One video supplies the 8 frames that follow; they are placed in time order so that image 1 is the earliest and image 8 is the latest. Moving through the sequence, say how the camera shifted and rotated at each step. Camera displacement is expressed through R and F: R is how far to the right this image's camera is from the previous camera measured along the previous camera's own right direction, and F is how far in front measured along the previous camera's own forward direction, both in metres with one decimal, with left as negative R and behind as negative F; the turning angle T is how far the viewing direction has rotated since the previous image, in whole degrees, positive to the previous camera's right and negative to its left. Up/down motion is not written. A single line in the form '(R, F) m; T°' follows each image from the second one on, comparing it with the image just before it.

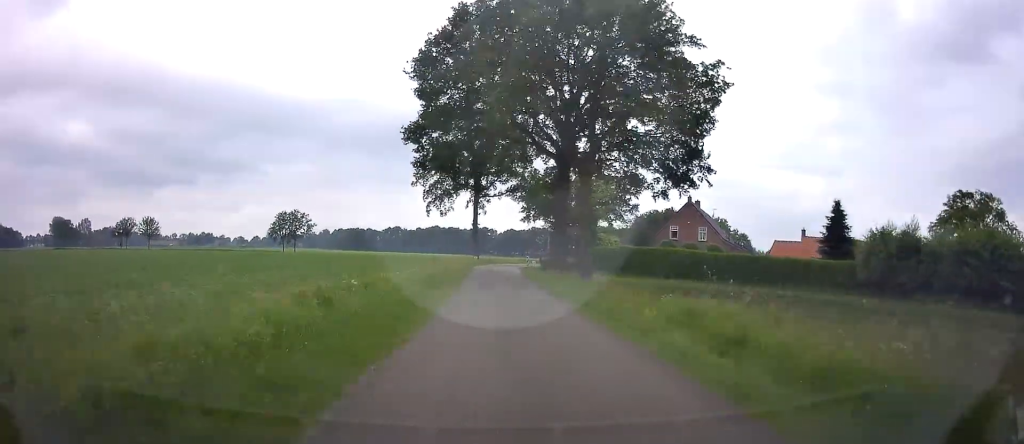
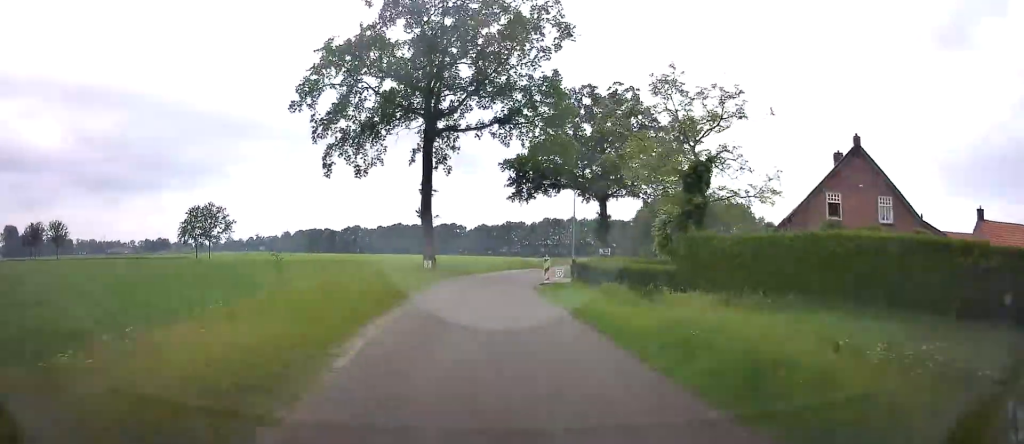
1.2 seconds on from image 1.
(+0.2, +35.2) m; +3°
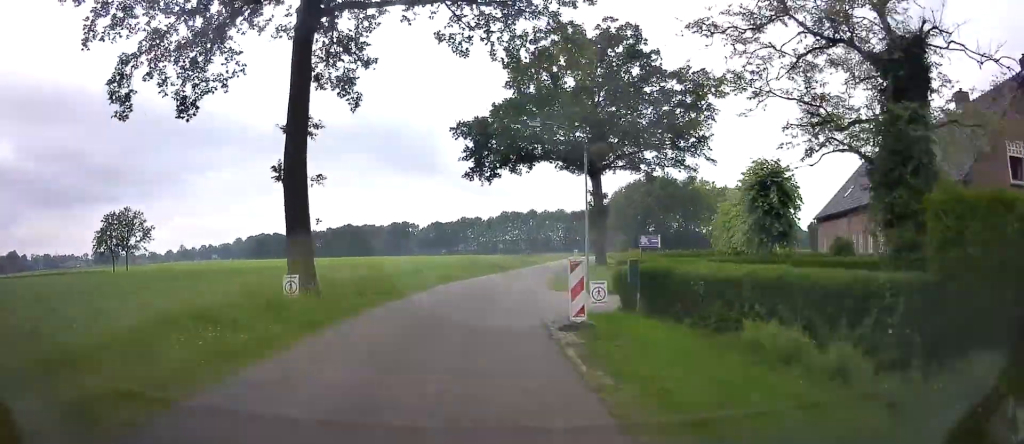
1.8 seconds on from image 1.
(+0.8, +17.1) m; +3°
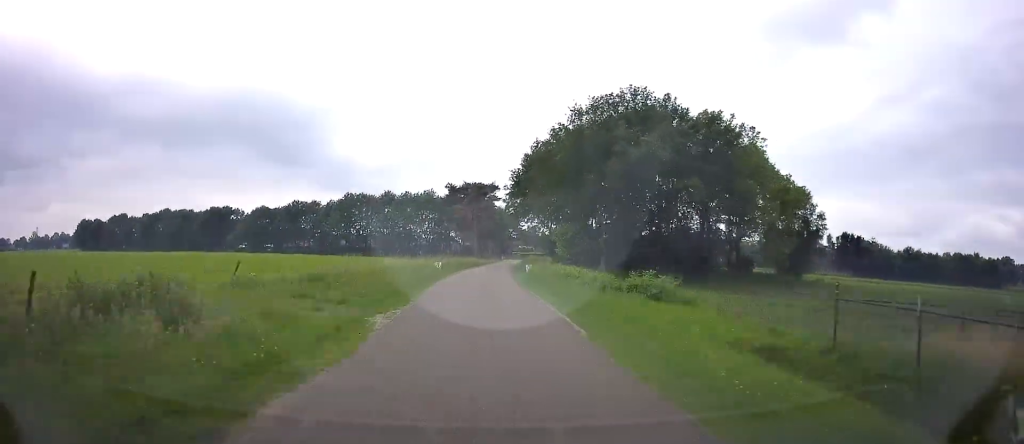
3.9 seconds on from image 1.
(+7.8, +66.1) m; +13°
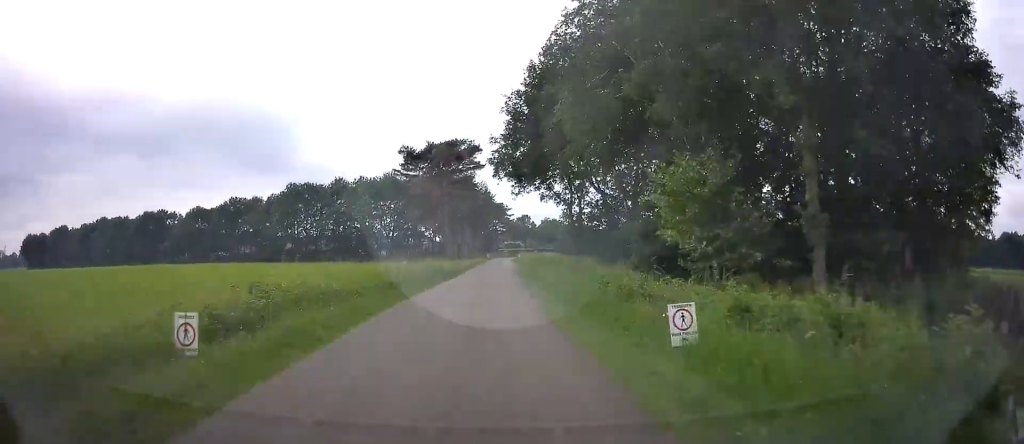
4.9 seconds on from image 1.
(+0.9, +32.5) m; +2°
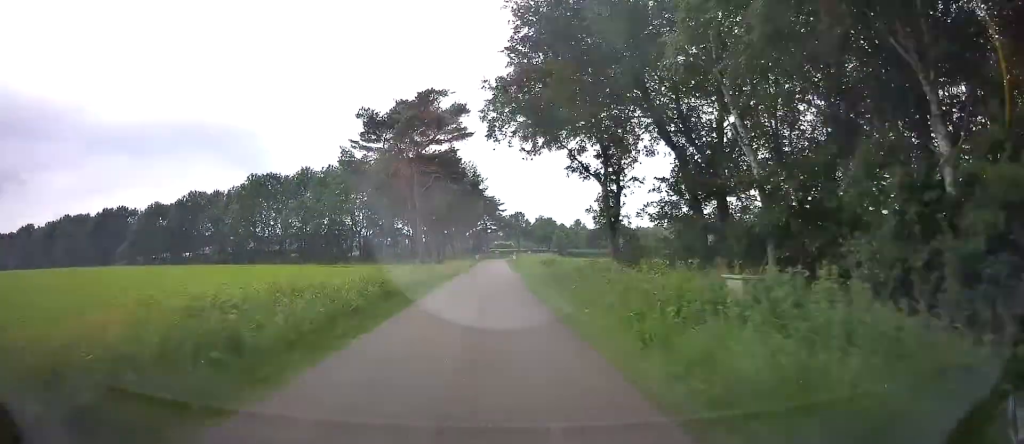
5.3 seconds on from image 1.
(-0.1, +15.9) m; +1°
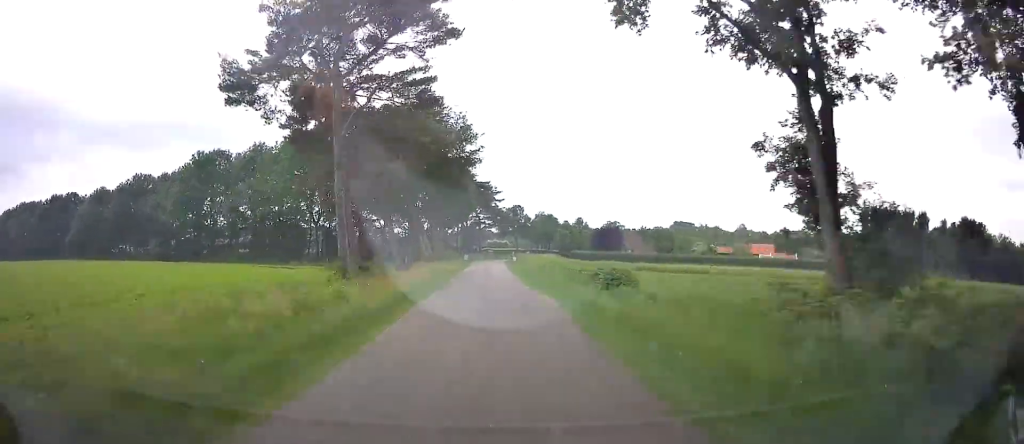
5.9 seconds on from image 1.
(+0.4, +19.8) m; +1°
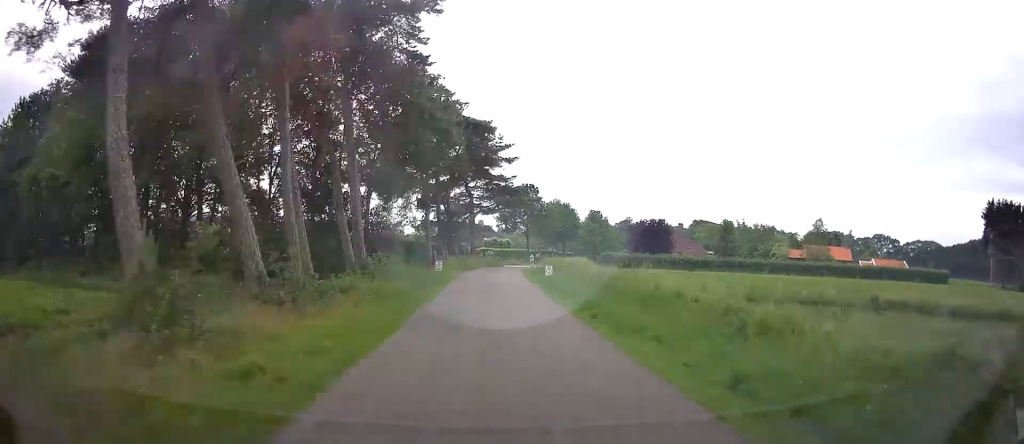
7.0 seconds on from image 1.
(+0.9, +40.5) m; +2°
